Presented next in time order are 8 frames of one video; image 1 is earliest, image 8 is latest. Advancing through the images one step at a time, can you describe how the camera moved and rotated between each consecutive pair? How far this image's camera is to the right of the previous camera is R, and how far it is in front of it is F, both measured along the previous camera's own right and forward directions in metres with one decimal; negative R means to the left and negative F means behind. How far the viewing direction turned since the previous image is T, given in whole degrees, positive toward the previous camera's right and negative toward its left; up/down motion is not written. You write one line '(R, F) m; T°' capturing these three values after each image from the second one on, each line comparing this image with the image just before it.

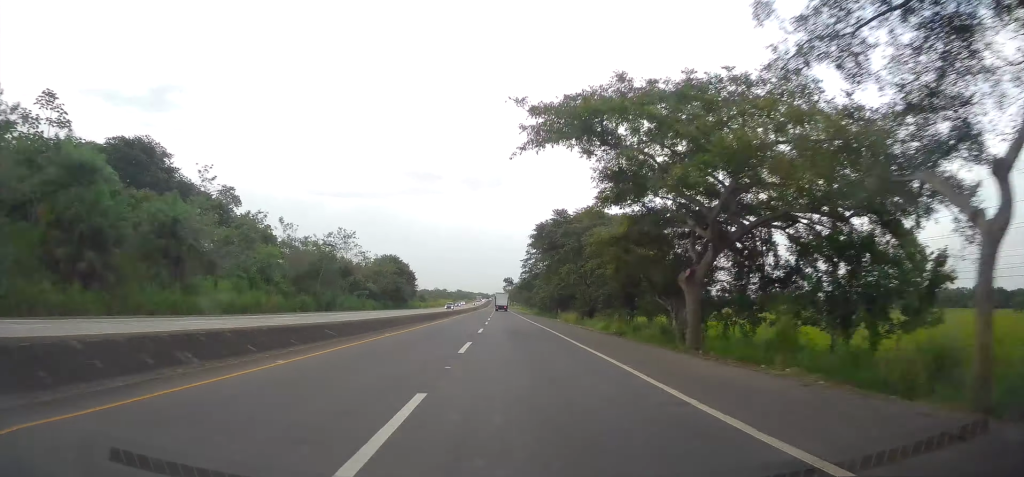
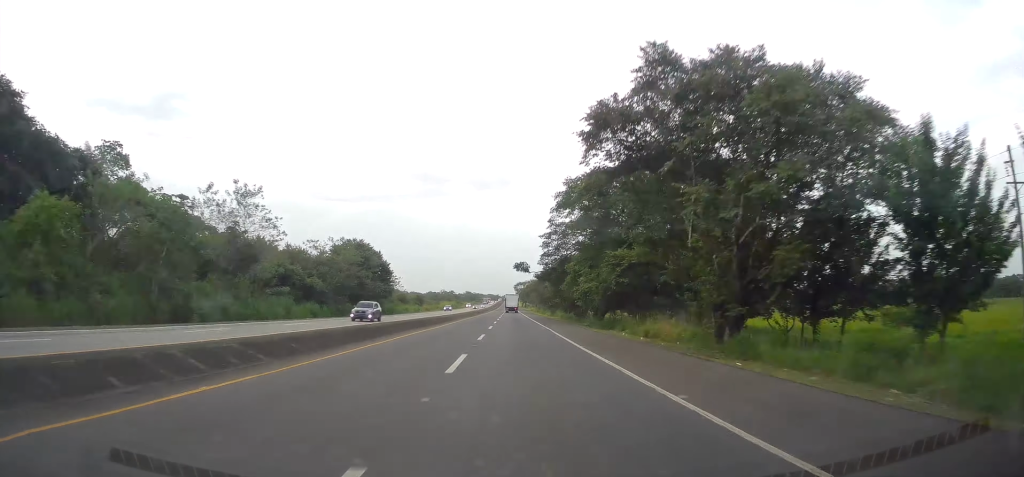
(-0.5, +37.6) m; -1°
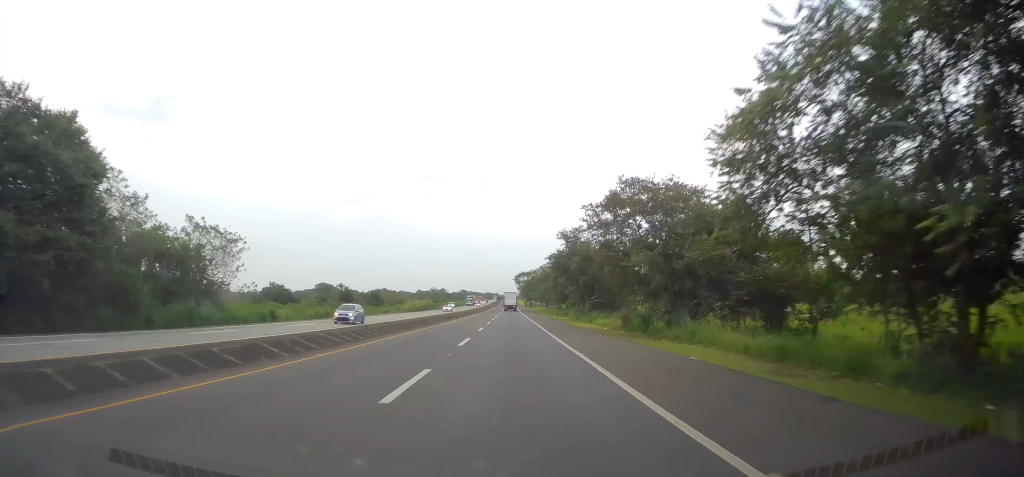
(-0.8, +71.2) m; -1°
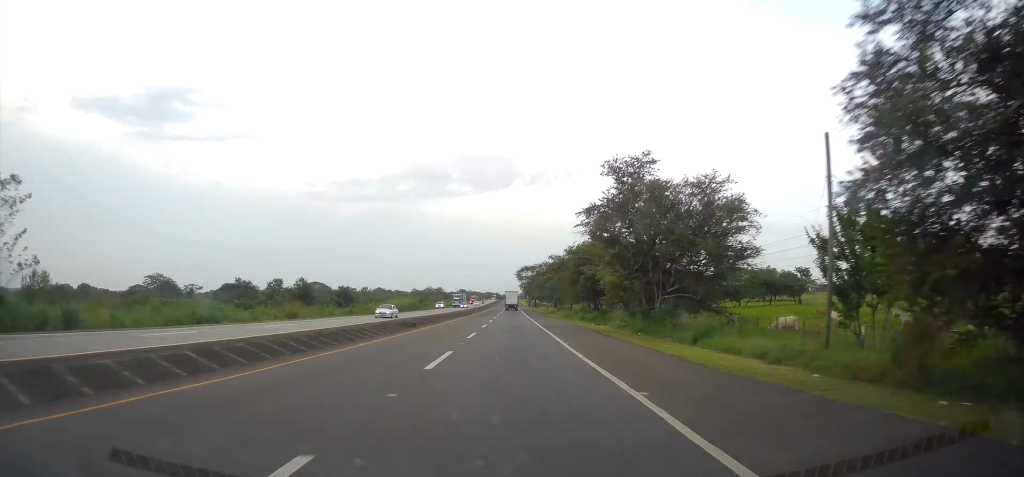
(-0.2, +29.8) m; 0°
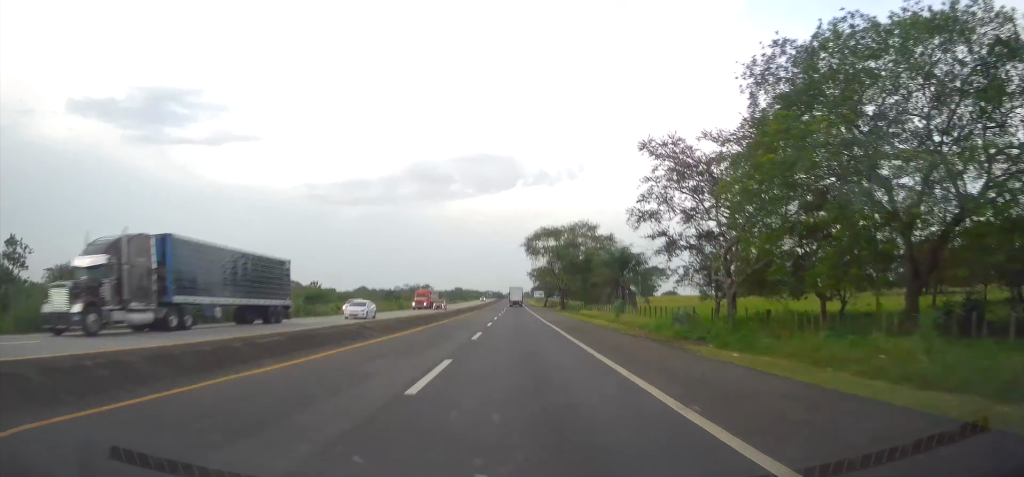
(0.0, +80.0) m; 0°
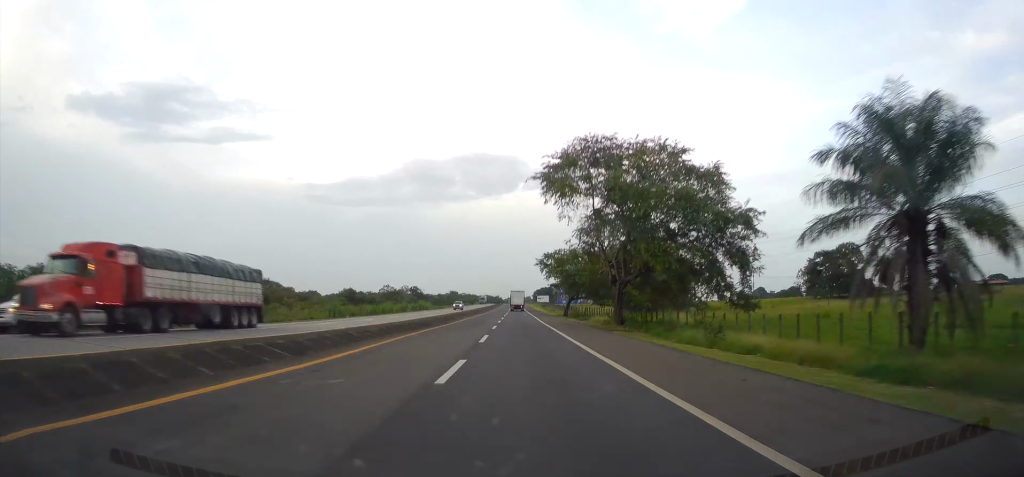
(+0.2, +44.4) m; 0°
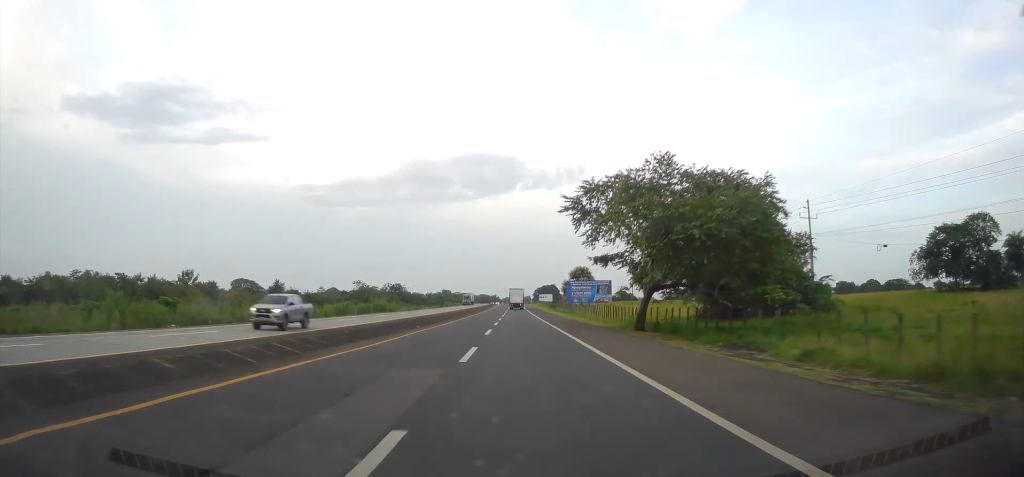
(0.0, +42.7) m; 0°
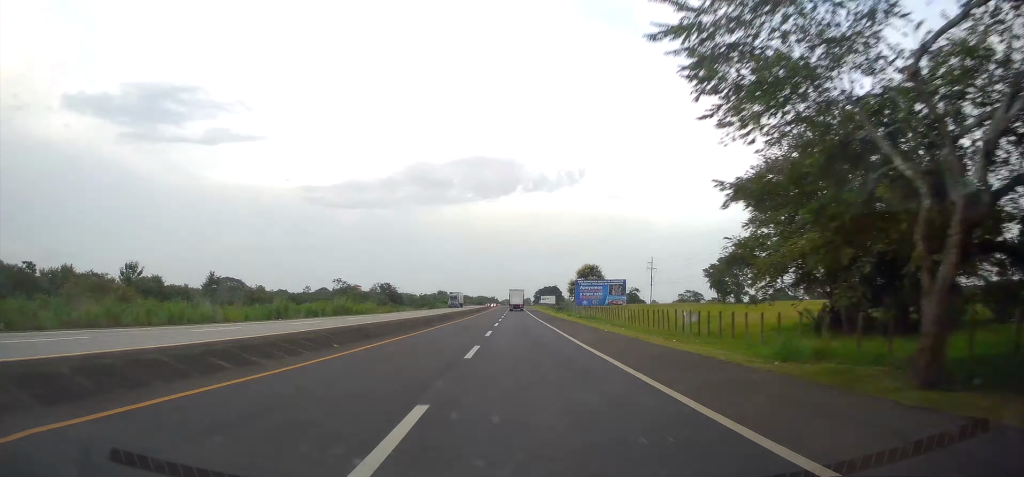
(+0.2, +22.5) m; 0°
